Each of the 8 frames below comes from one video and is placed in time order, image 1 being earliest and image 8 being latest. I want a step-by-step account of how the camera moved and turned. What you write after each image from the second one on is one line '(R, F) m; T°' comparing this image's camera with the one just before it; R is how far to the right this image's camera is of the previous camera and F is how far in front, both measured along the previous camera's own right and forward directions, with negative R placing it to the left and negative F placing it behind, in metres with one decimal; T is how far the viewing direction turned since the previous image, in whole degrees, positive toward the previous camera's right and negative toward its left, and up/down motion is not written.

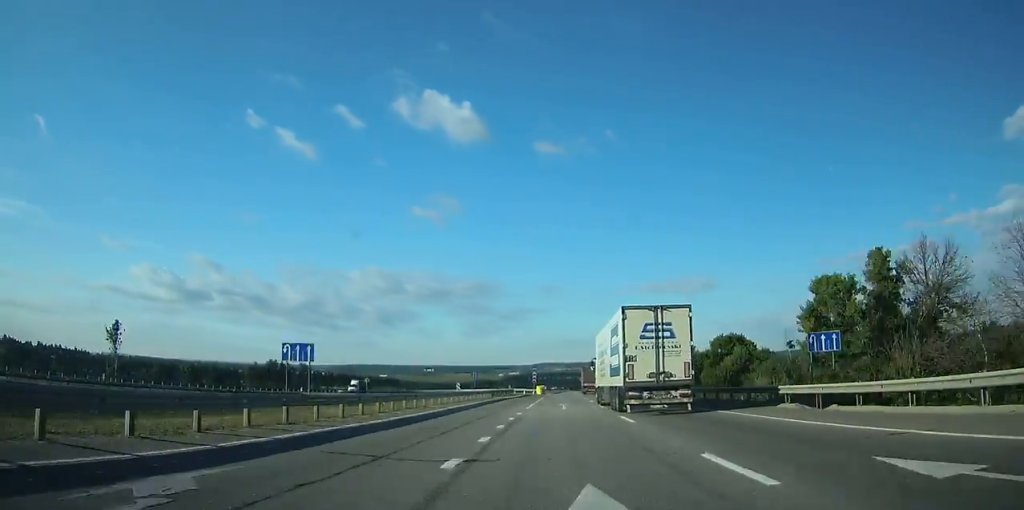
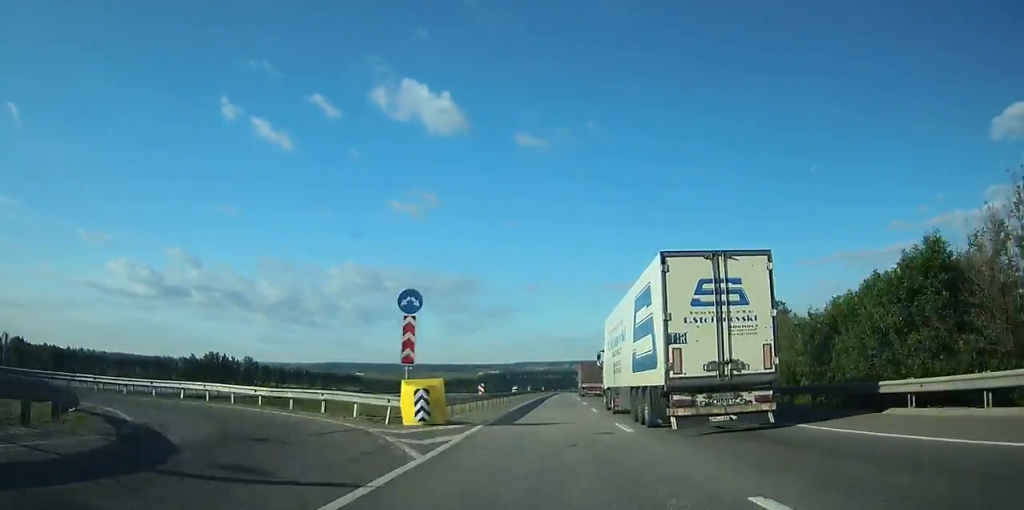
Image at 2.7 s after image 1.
(+0.9, +71.6) m; +1°
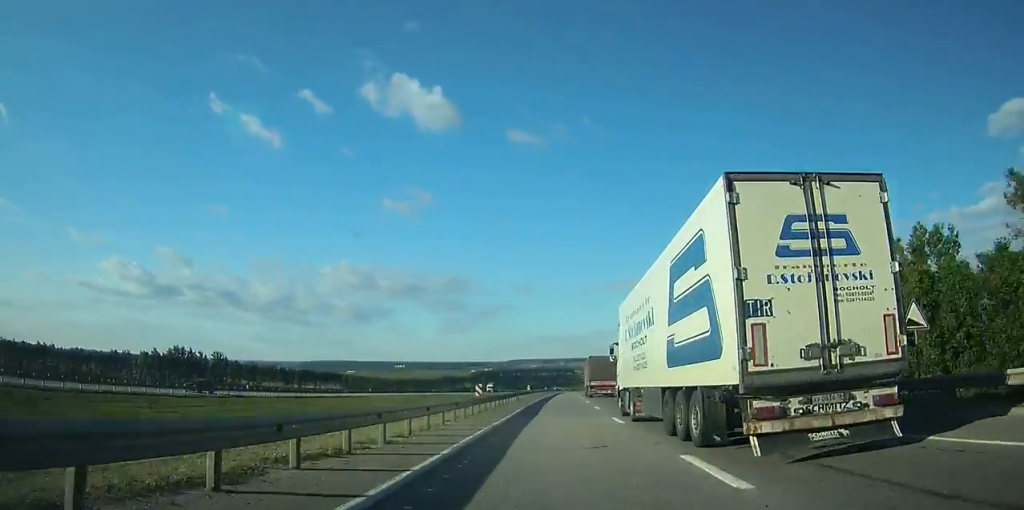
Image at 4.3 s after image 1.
(+0.2, +41.1) m; +1°
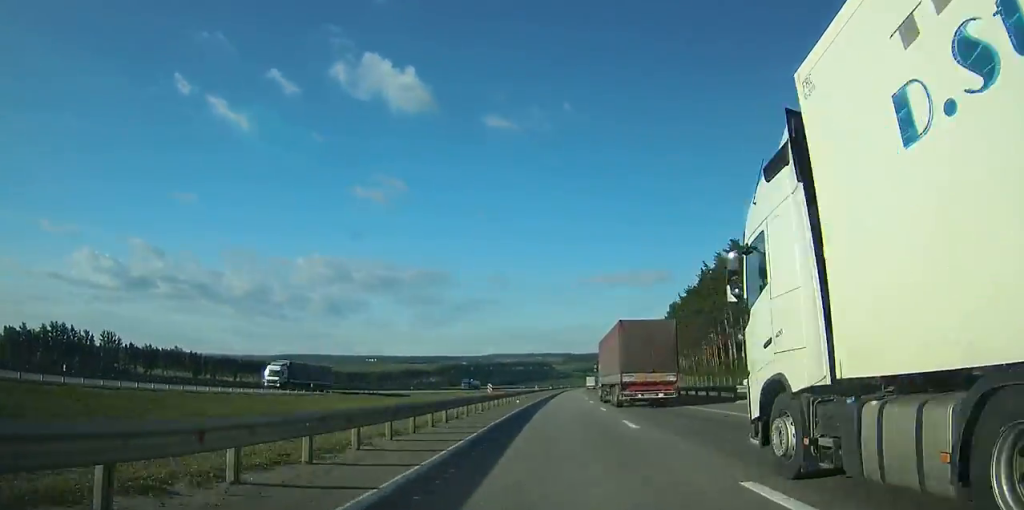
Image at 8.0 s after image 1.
(+1.5, +103.7) m; +2°
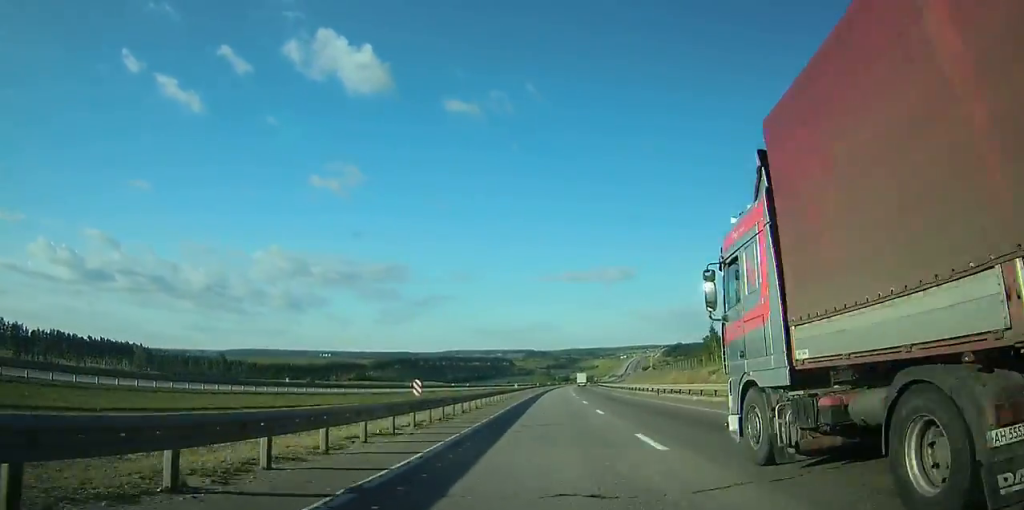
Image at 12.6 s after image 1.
(+3.5, +125.7) m; +3°
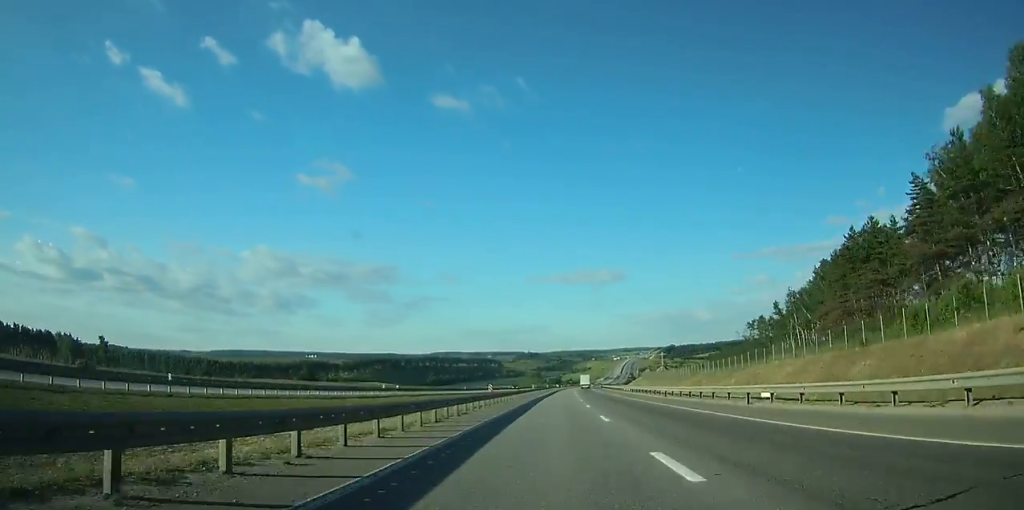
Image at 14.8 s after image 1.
(+0.6, +60.3) m; +1°
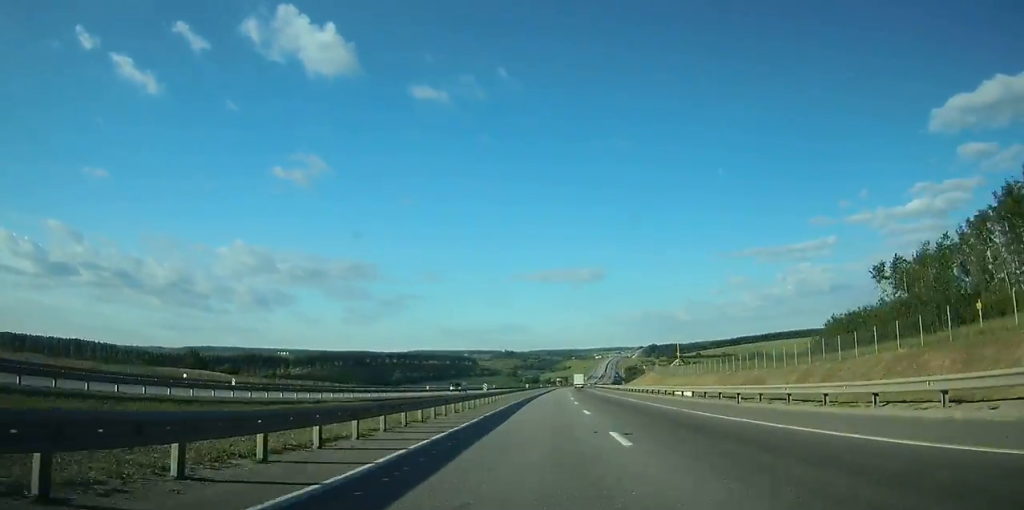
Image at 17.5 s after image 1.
(+0.8, +76.7) m; +2°
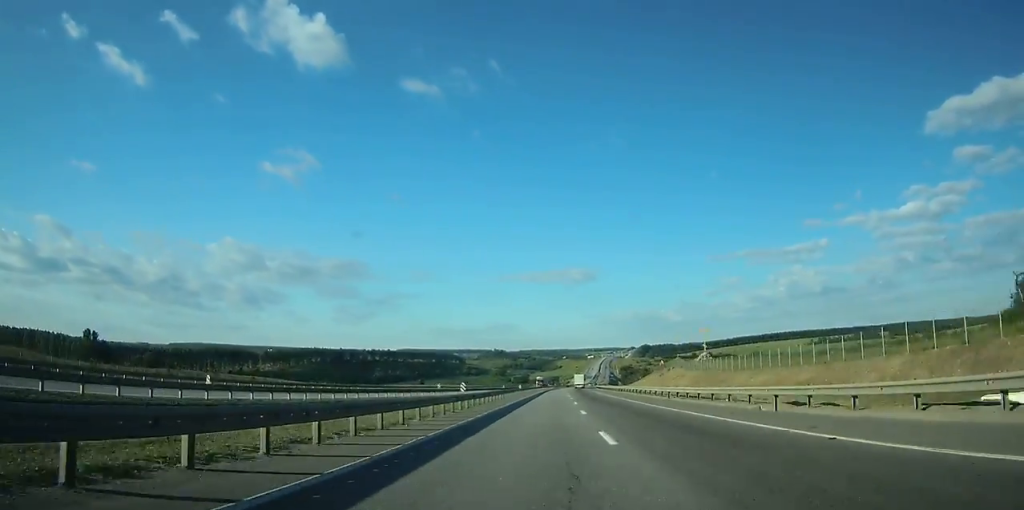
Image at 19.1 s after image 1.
(+0.6, +44.4) m; +1°
